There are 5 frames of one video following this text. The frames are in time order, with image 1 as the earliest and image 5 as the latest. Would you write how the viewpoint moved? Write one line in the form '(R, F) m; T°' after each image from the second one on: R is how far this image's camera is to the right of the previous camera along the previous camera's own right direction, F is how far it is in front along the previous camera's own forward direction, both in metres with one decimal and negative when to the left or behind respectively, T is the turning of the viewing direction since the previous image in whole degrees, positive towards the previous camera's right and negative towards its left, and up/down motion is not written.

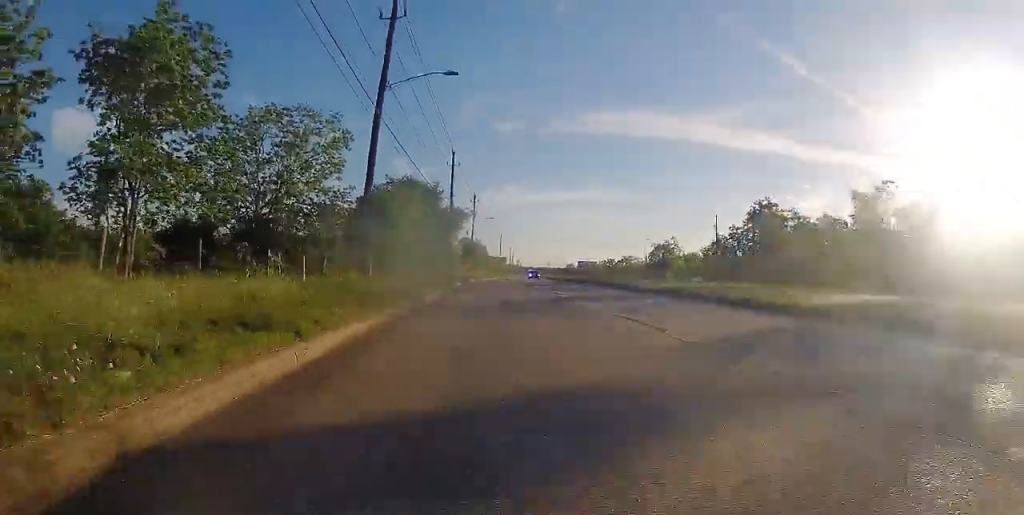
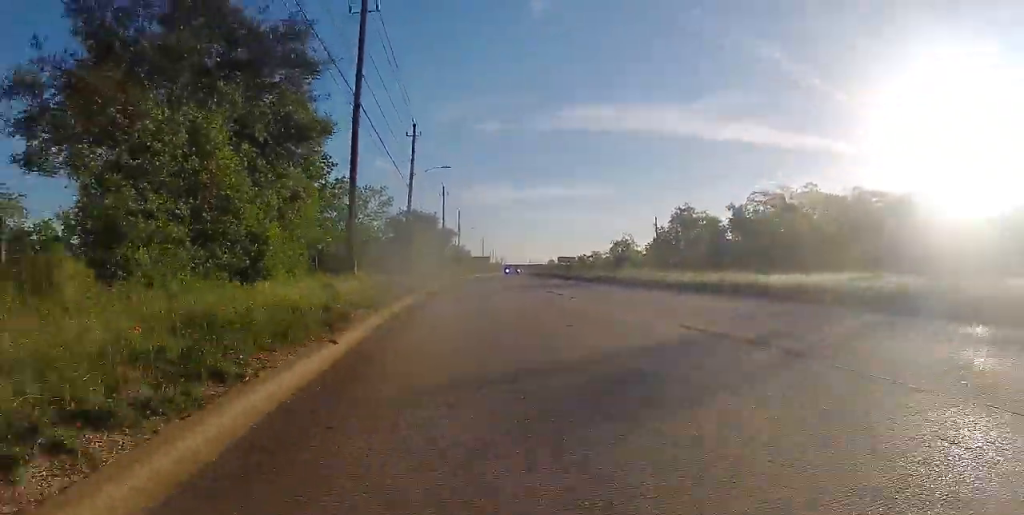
(+0.2, +20.8) m; +1°
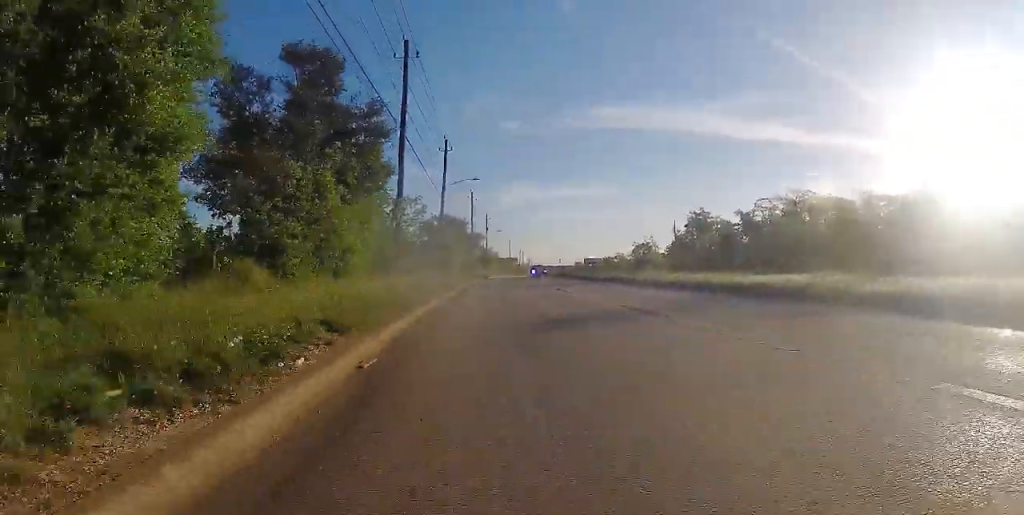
(-0.1, +5.2) m; -1°
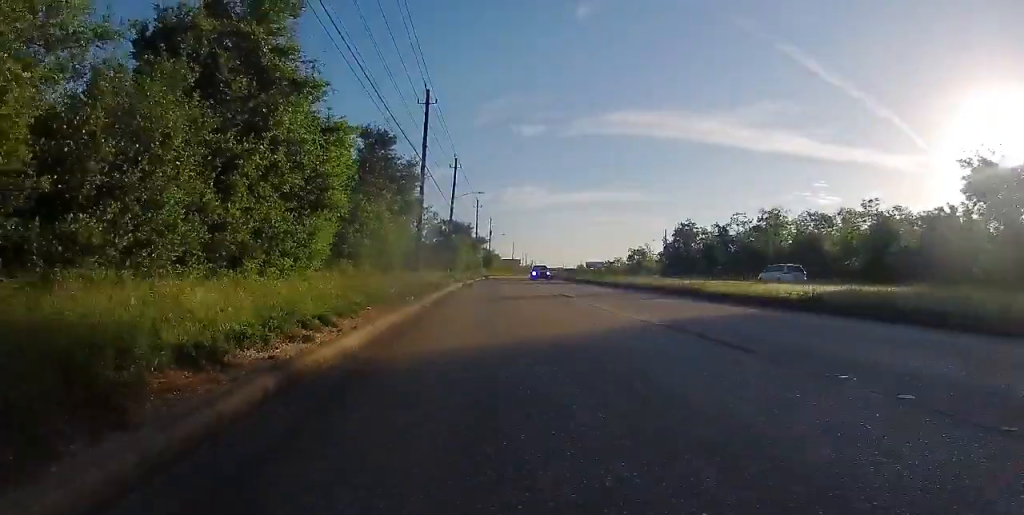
(0.0, +8.3) m; 0°
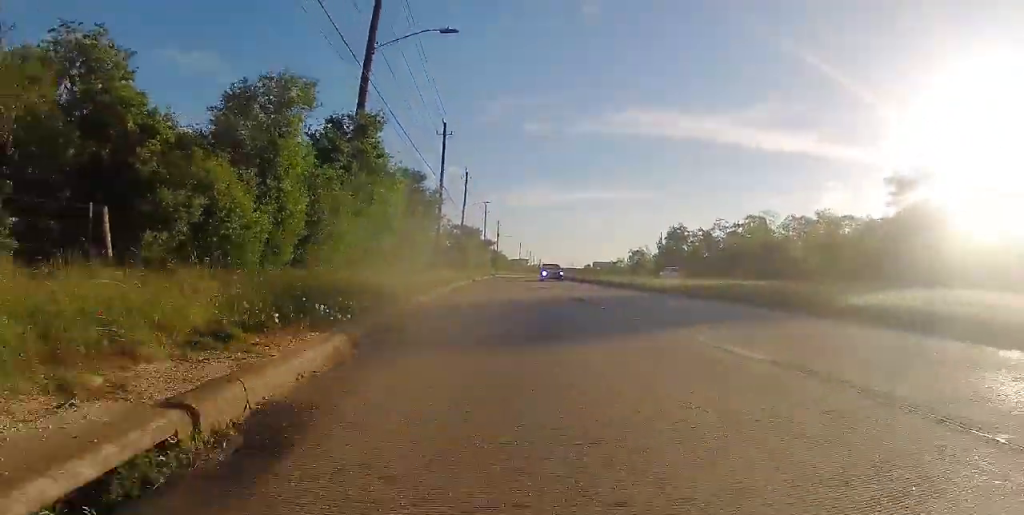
(0.0, +8.6) m; -1°
